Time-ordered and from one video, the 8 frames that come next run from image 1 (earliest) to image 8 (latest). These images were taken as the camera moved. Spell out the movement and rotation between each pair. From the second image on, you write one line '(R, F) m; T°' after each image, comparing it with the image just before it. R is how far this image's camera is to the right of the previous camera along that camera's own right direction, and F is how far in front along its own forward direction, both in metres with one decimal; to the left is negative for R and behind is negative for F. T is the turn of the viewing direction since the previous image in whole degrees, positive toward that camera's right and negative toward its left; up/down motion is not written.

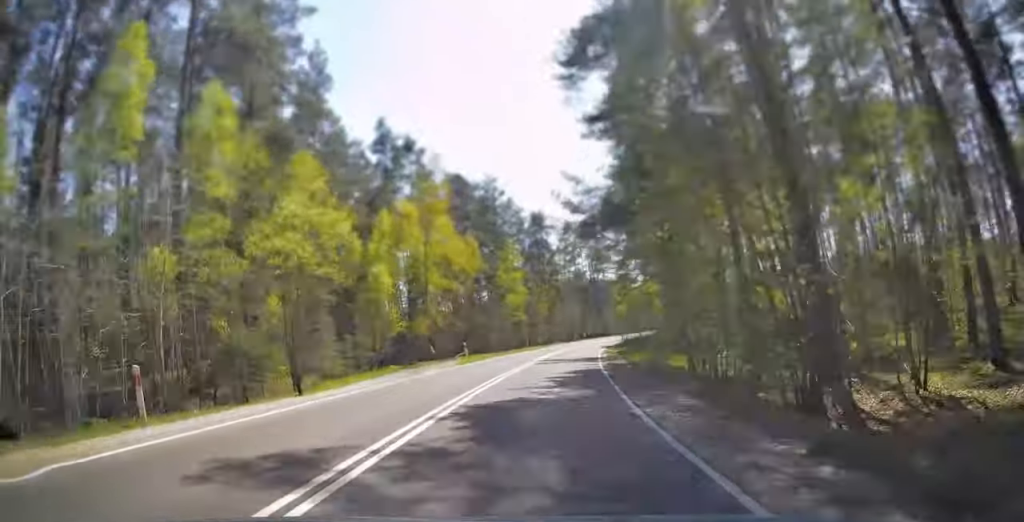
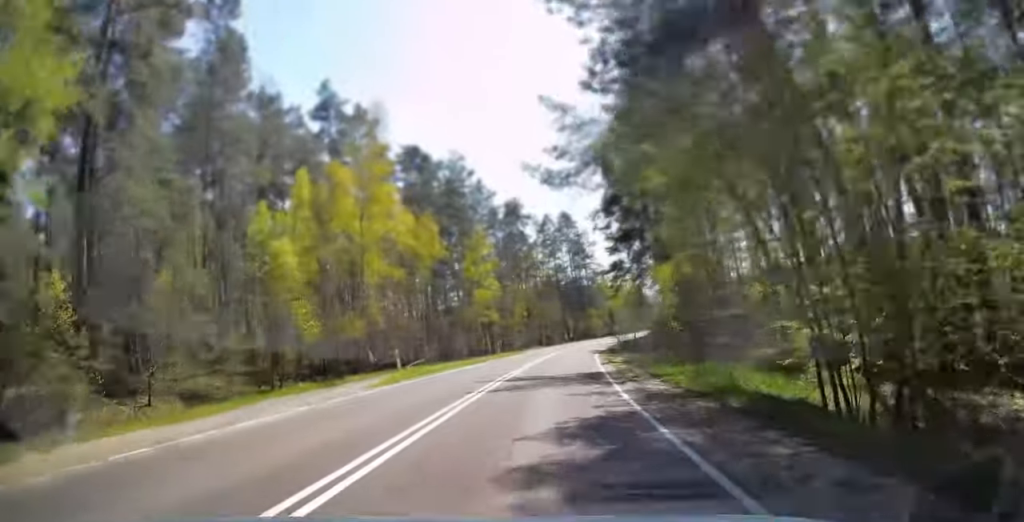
(+0.4, +13.7) m; +2°
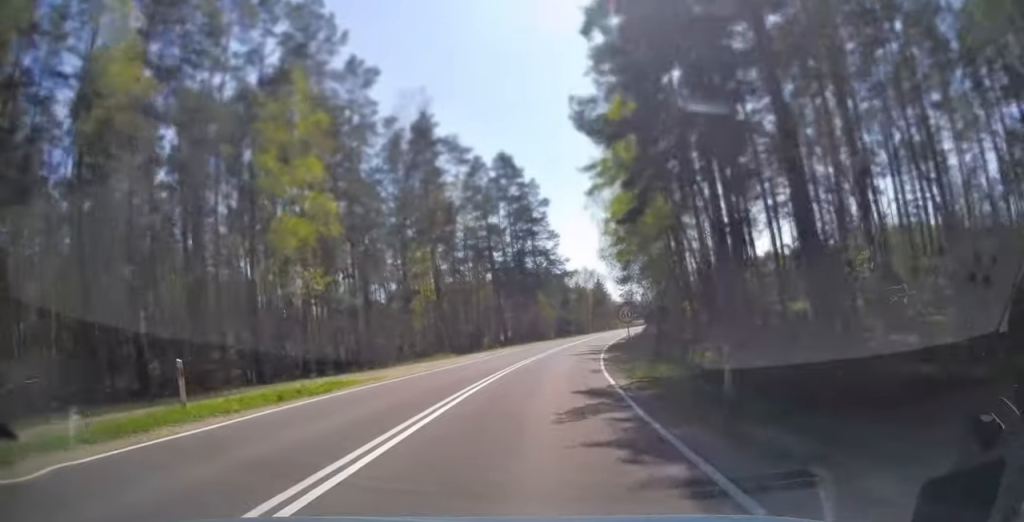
(+1.8, +41.3) m; +5°
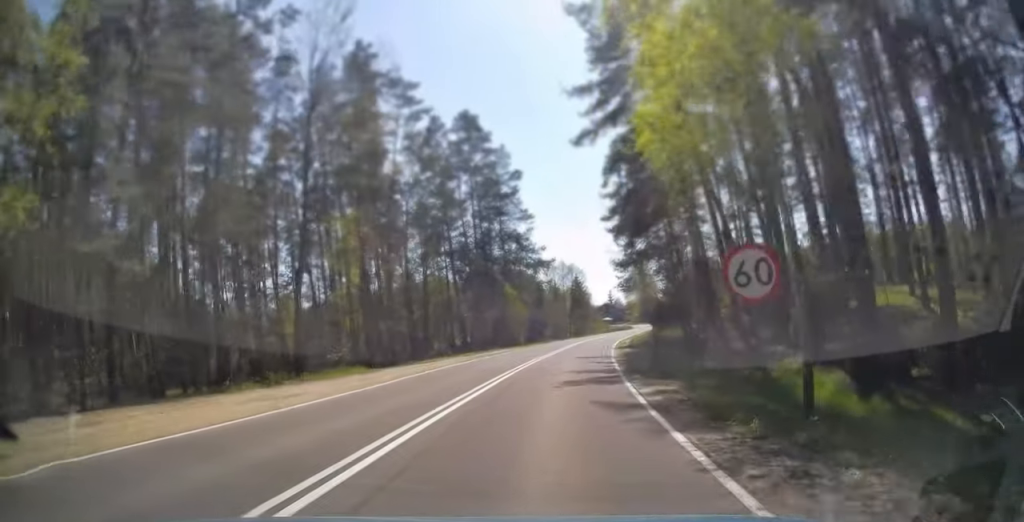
(+0.6, +17.5) m; +3°
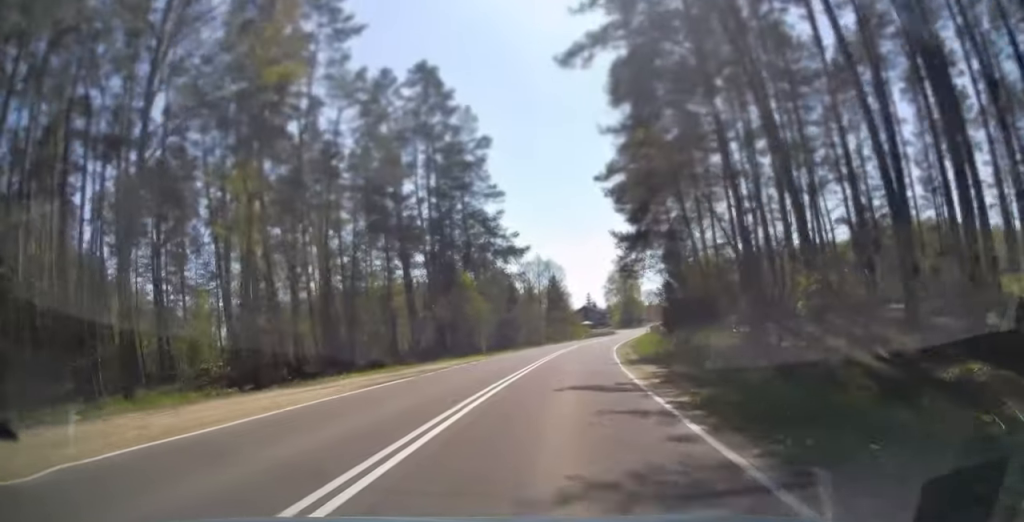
(+0.3, +14.0) m; +3°
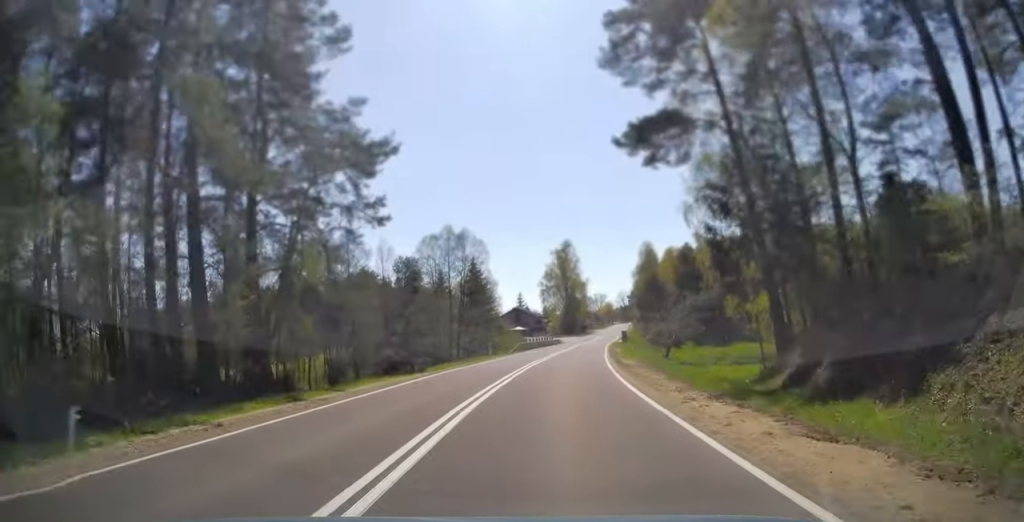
(+2.3, +33.8) m; +7°
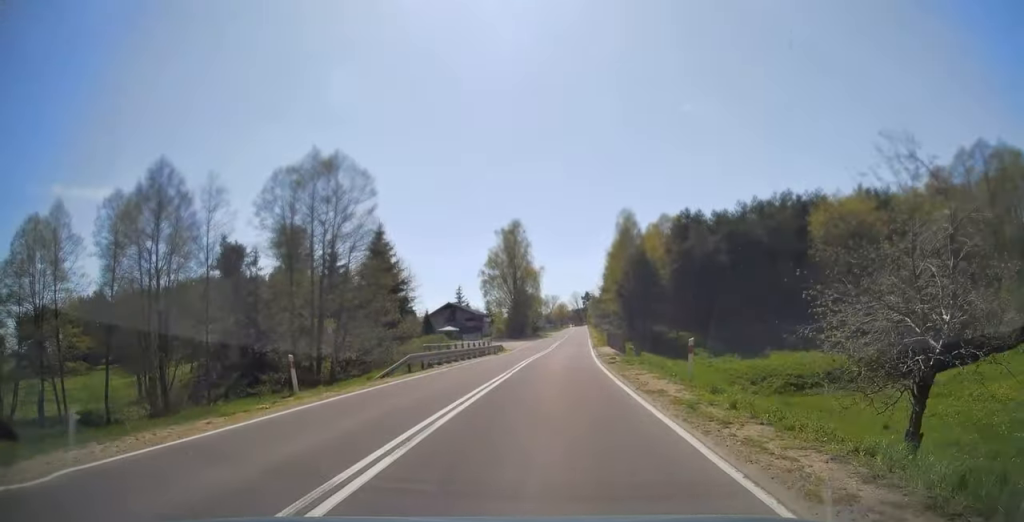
(+0.8, +29.1) m; +4°
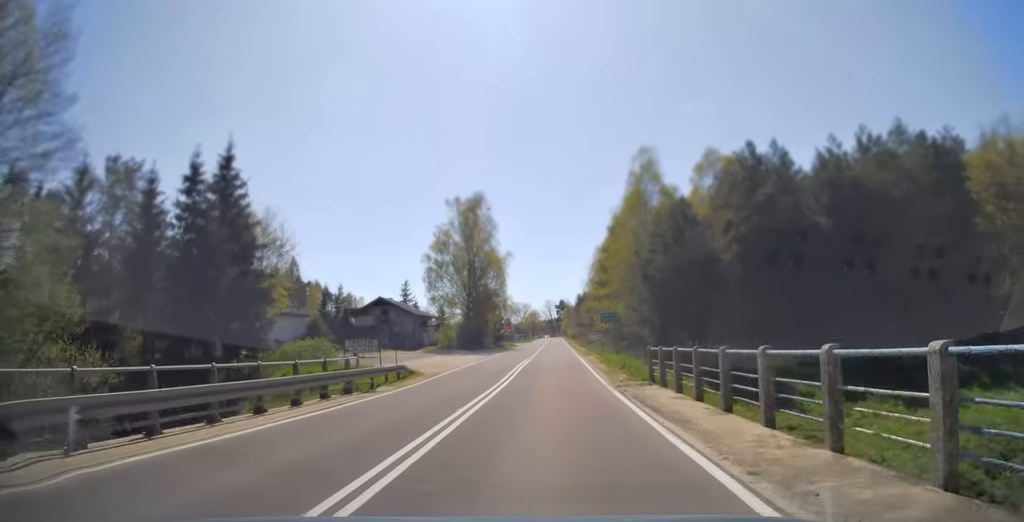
(+0.8, +28.5) m; +2°
